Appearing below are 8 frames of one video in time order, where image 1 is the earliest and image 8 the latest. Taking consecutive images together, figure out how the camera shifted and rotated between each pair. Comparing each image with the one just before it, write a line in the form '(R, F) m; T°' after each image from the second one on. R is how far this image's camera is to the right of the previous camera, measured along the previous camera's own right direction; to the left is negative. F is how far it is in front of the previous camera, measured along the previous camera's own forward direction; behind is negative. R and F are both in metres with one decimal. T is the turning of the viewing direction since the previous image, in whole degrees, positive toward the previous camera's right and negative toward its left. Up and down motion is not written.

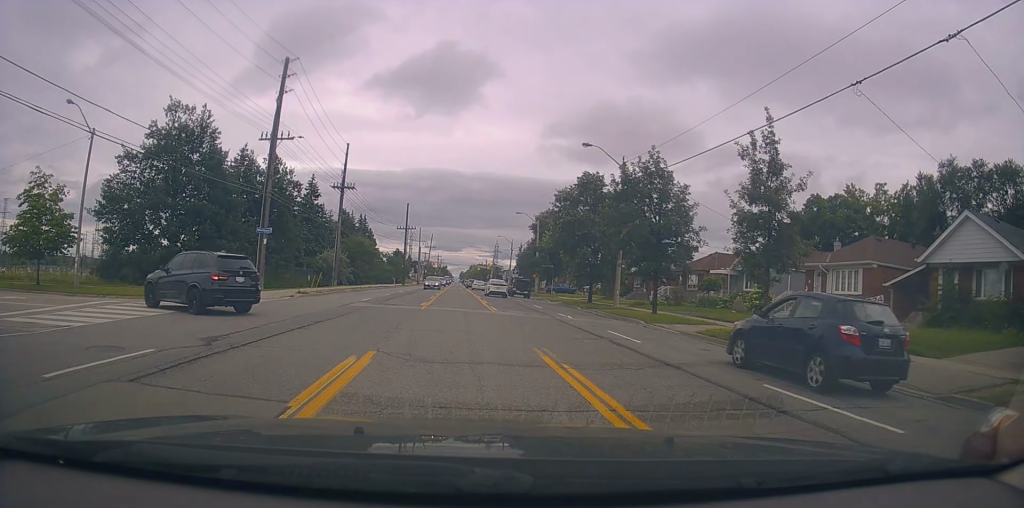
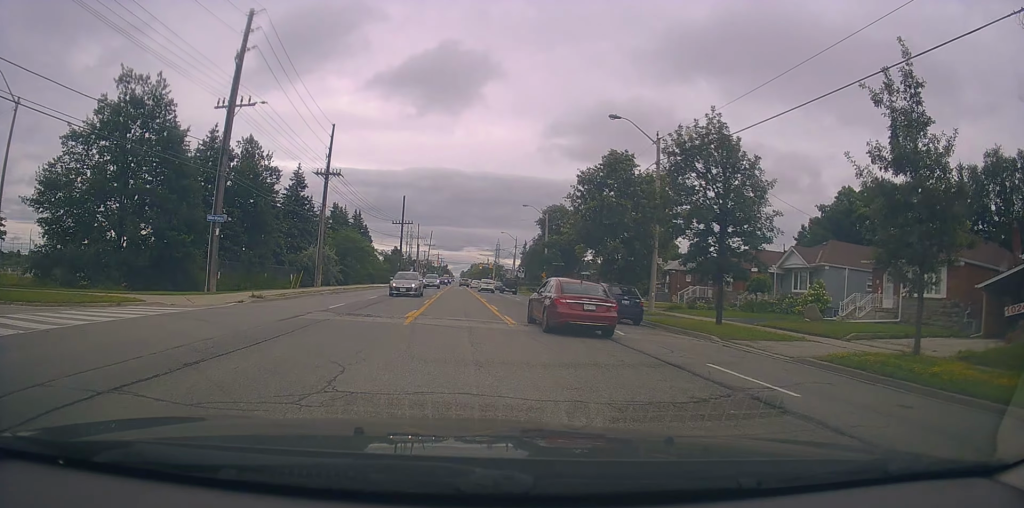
(+0.1, +7.6) m; -4°
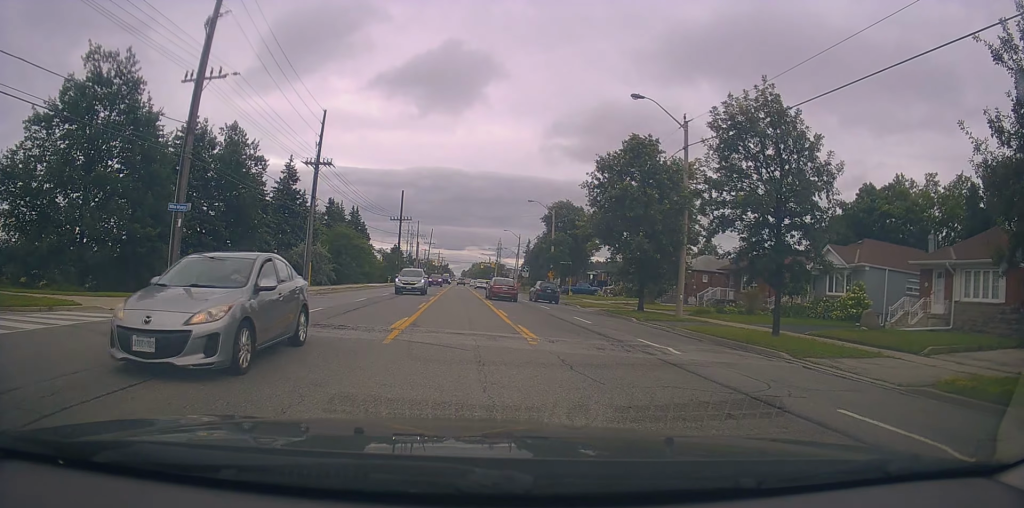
(-0.2, +5.6) m; +3°
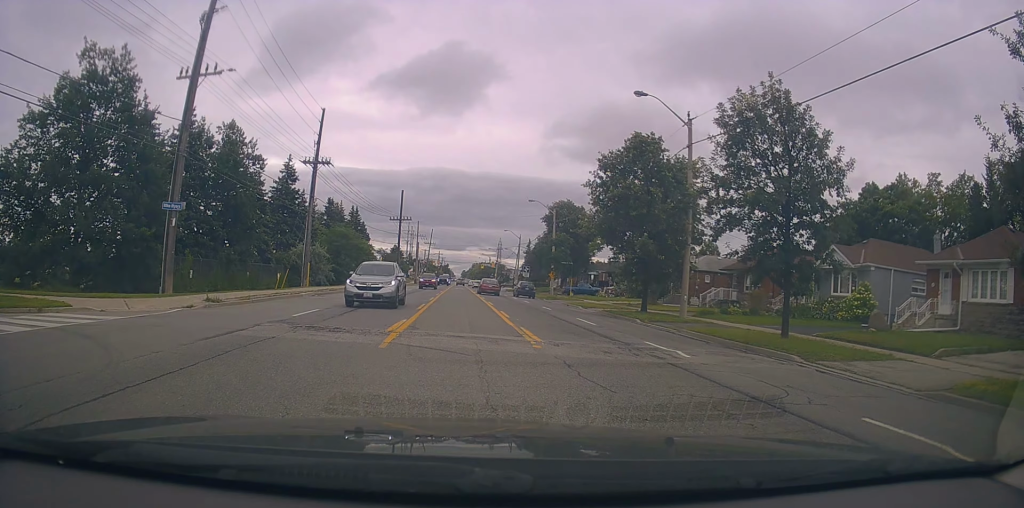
(+0.2, +1.0) m; 0°
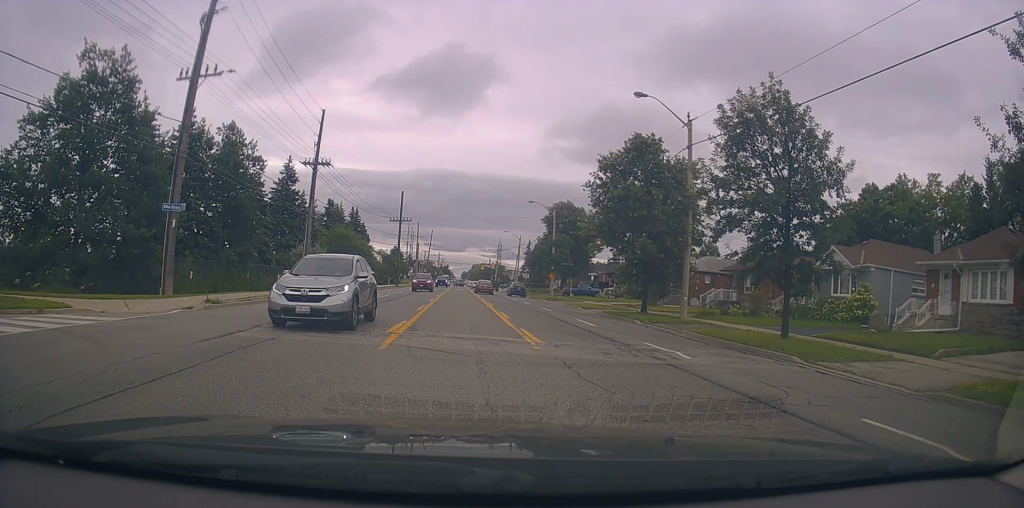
(0.0, 0.0) m; 0°
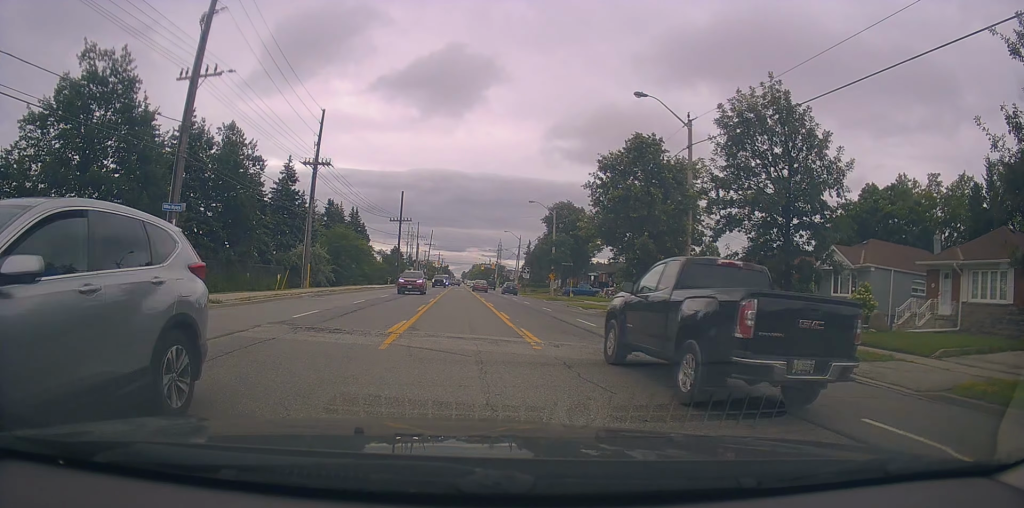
(0.0, 0.0) m; 0°
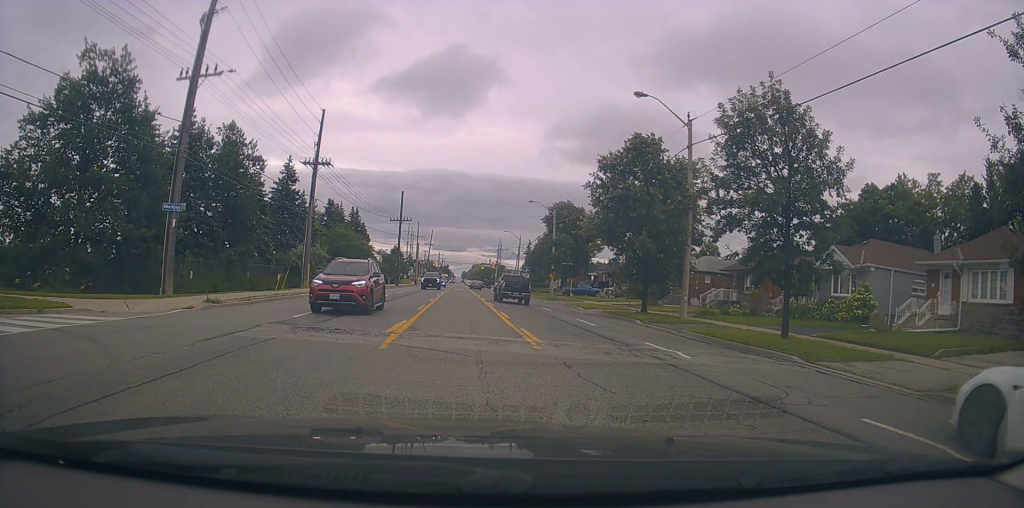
(0.0, 0.0) m; 0°
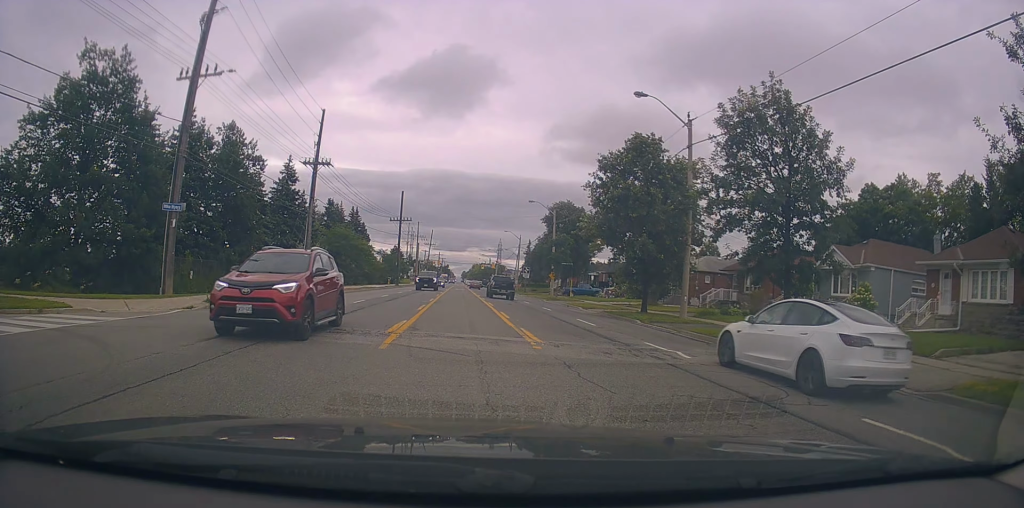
(0.0, 0.0) m; 0°
